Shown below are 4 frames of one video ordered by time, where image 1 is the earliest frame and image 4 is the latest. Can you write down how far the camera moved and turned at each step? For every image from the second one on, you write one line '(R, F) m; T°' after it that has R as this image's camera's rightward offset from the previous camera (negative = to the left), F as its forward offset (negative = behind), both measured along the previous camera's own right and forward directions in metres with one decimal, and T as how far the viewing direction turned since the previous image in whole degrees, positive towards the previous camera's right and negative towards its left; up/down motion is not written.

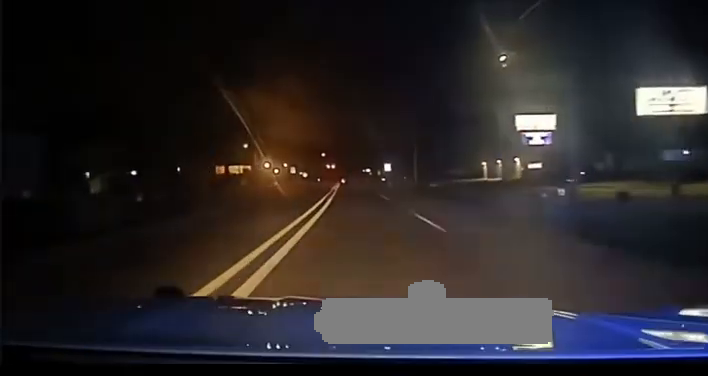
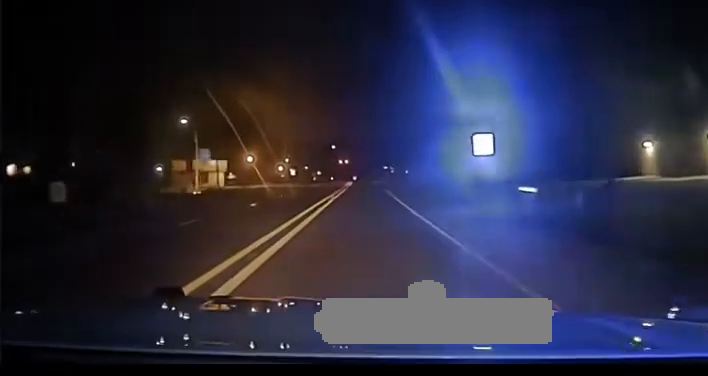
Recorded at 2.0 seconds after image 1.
(-2.2, +71.8) m; -2°
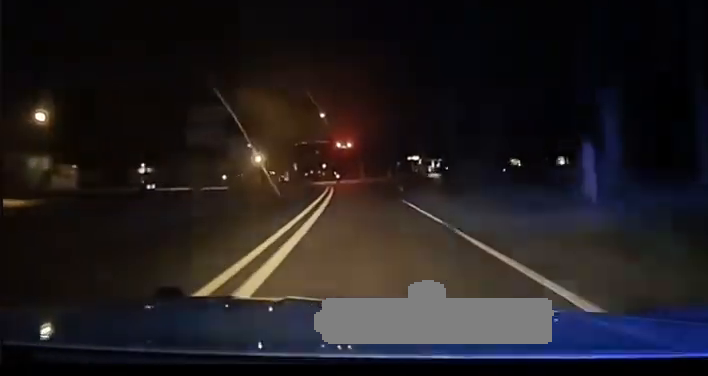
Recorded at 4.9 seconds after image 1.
(-1.0, +96.6) m; -1°
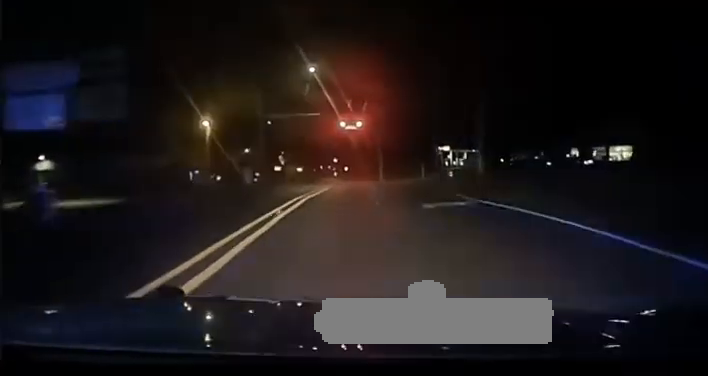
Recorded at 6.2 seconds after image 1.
(-0.1, +45.9) m; -1°
